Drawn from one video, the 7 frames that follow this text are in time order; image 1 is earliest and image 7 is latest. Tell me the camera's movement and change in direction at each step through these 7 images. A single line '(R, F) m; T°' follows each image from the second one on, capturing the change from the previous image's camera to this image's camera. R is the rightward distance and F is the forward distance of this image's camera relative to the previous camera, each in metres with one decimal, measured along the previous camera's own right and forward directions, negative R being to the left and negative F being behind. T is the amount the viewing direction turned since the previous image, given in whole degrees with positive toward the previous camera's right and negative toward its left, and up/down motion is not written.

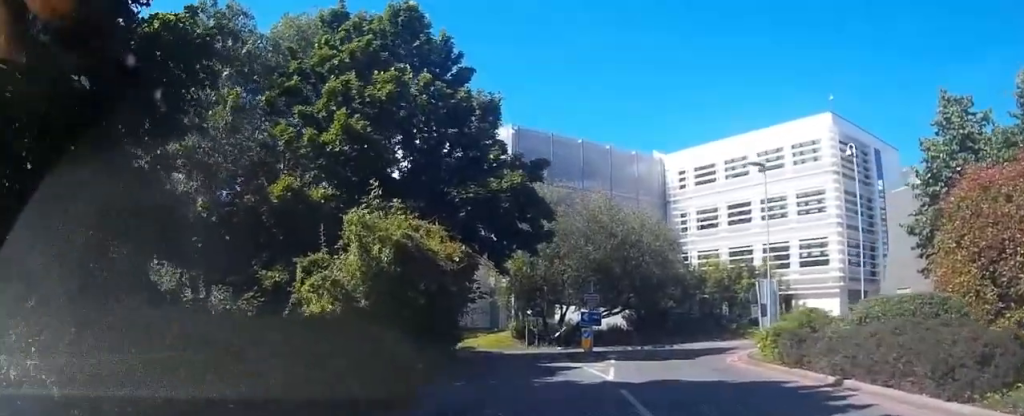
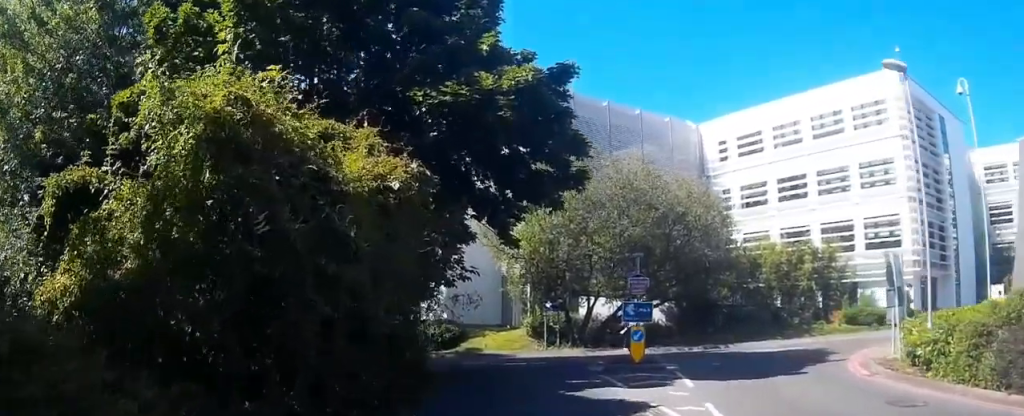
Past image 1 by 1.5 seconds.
(-0.2, +8.4) m; -3°
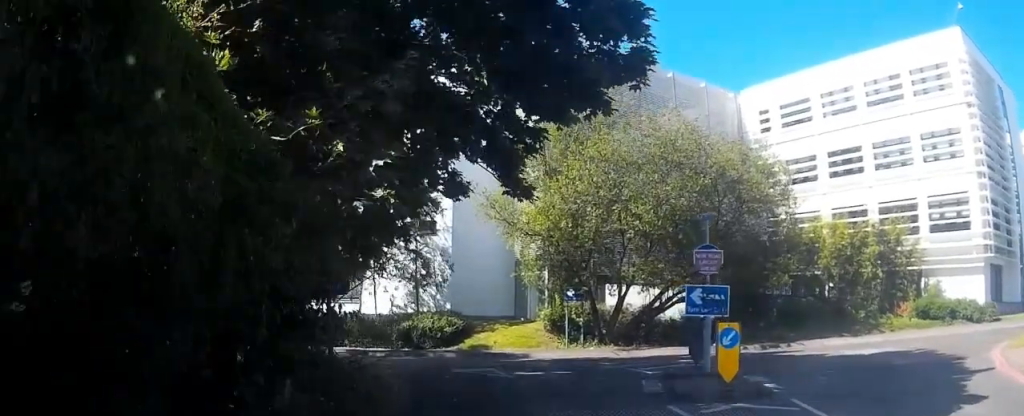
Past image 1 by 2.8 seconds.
(0.0, +6.1) m; 0°
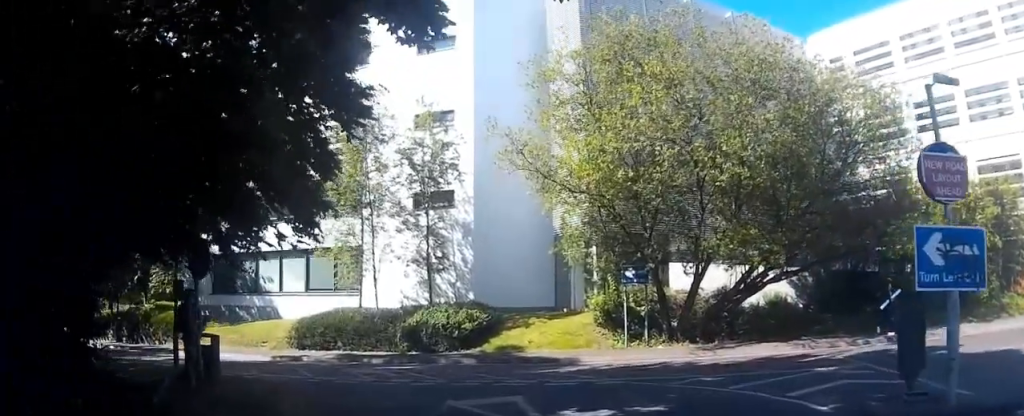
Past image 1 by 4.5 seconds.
(0.0, +7.4) m; -5°
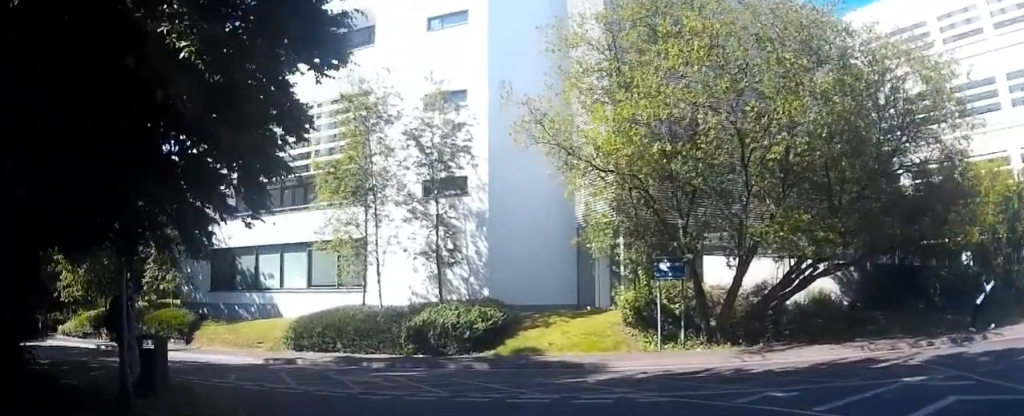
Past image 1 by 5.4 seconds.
(-0.2, +2.8) m; -8°
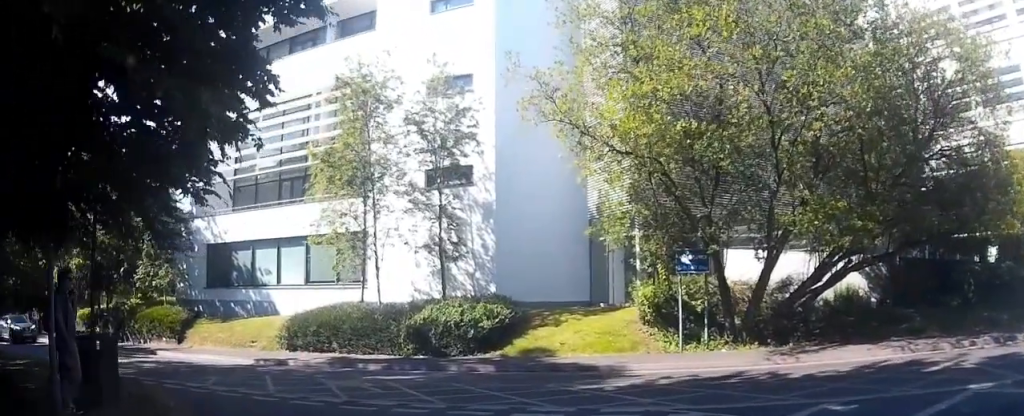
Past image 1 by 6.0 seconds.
(-0.2, +1.7) m; -1°
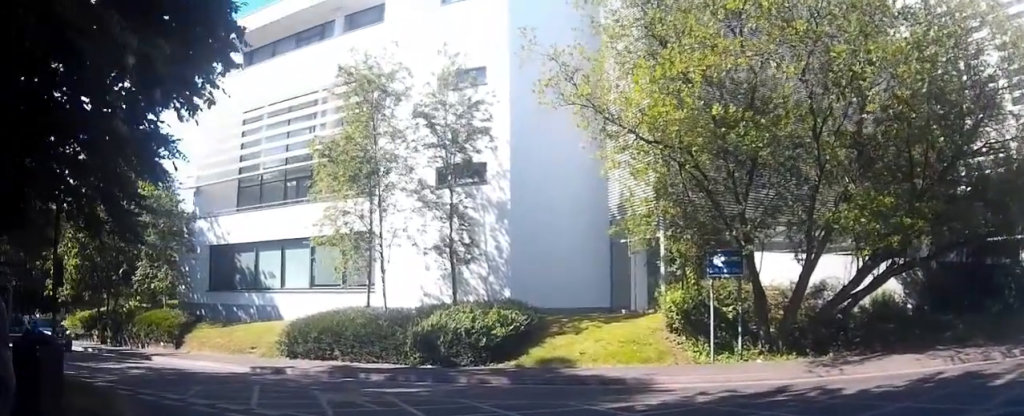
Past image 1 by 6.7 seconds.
(0.0, +1.6) m; -8°
